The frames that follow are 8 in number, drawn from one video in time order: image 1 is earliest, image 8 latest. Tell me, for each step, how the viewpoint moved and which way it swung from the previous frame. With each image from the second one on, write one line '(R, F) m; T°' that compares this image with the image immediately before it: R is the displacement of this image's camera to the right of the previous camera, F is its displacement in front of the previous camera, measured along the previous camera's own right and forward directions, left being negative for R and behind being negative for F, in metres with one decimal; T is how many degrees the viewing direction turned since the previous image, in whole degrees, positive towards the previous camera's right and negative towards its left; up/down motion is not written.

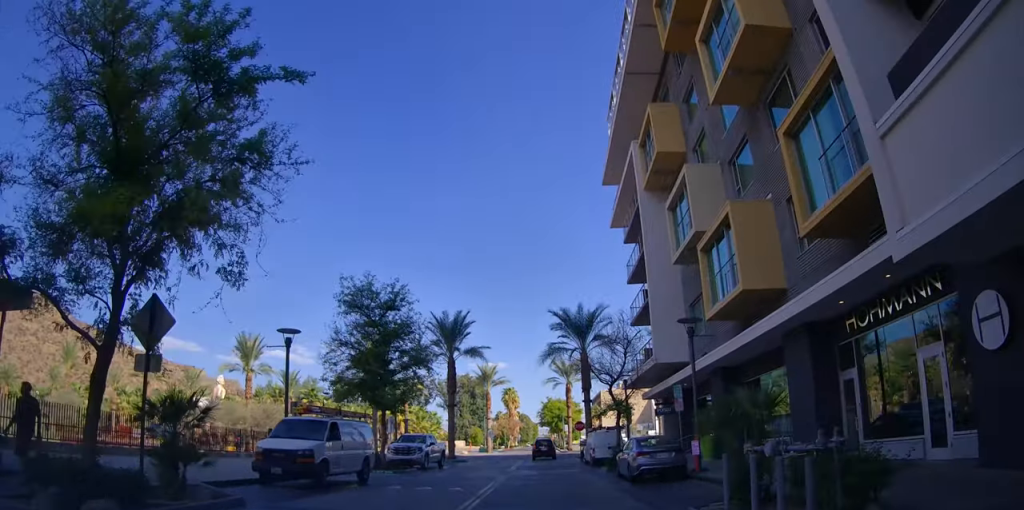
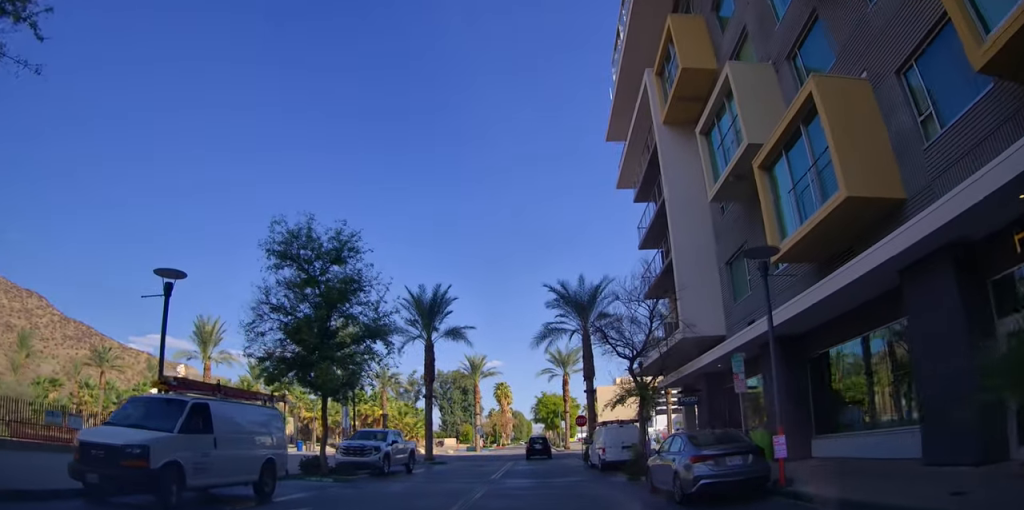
(+0.3, +7.4) m; +6°
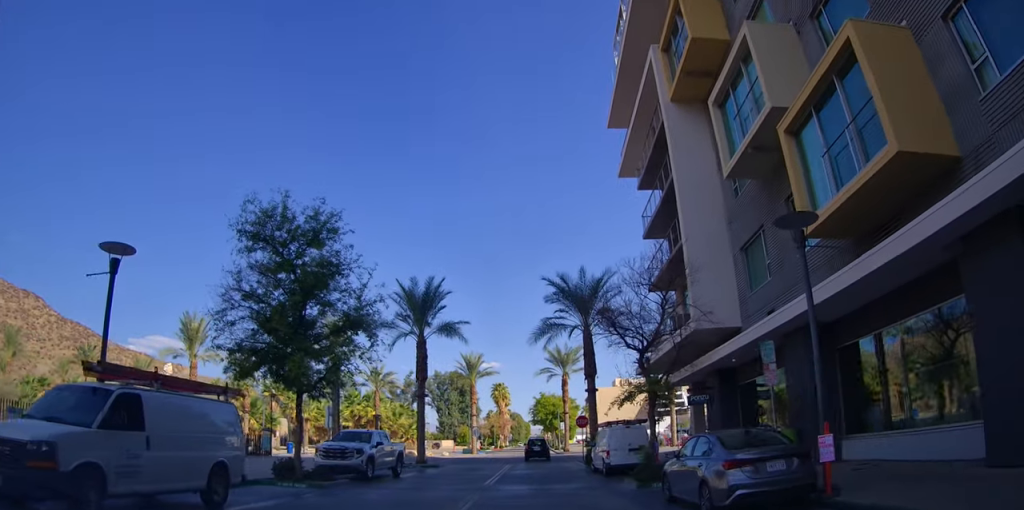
(0.0, +2.2) m; +3°
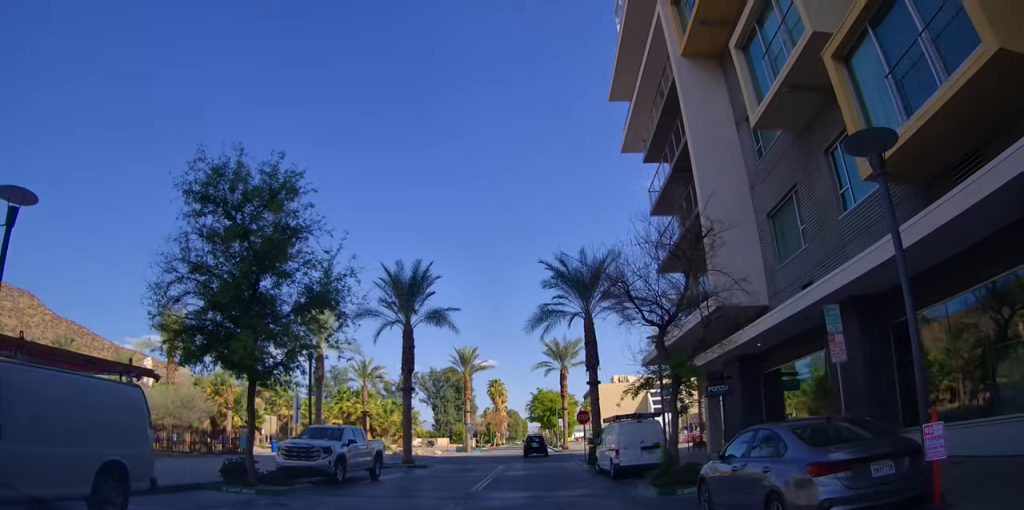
(+0.1, +3.0) m; +5°
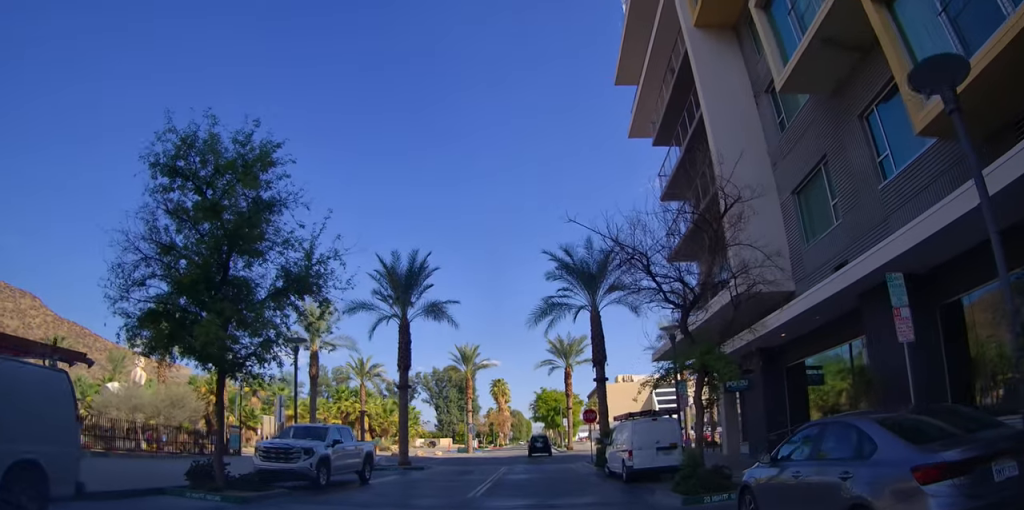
(+0.1, +1.8) m; +2°
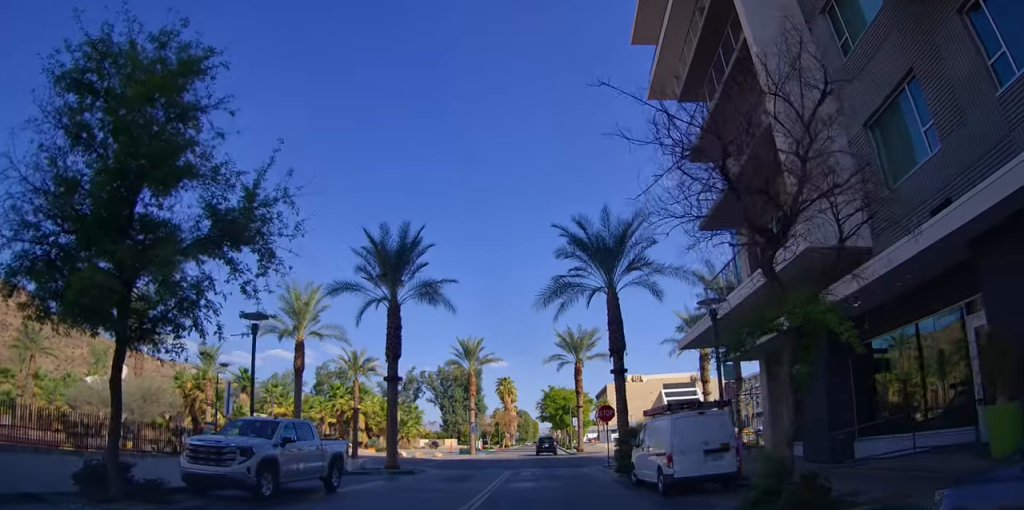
(0.0, +3.9) m; -2°
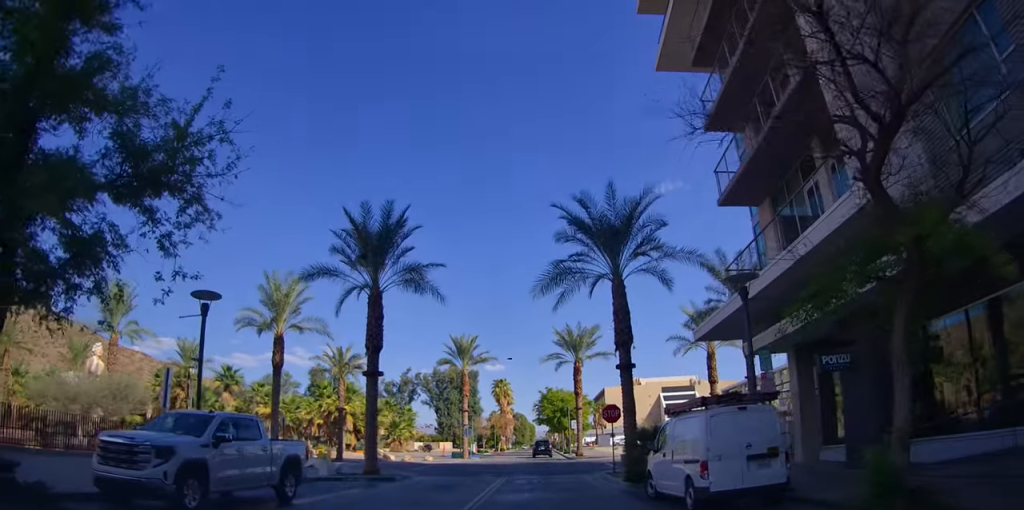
(0.0, +2.3) m; -2°
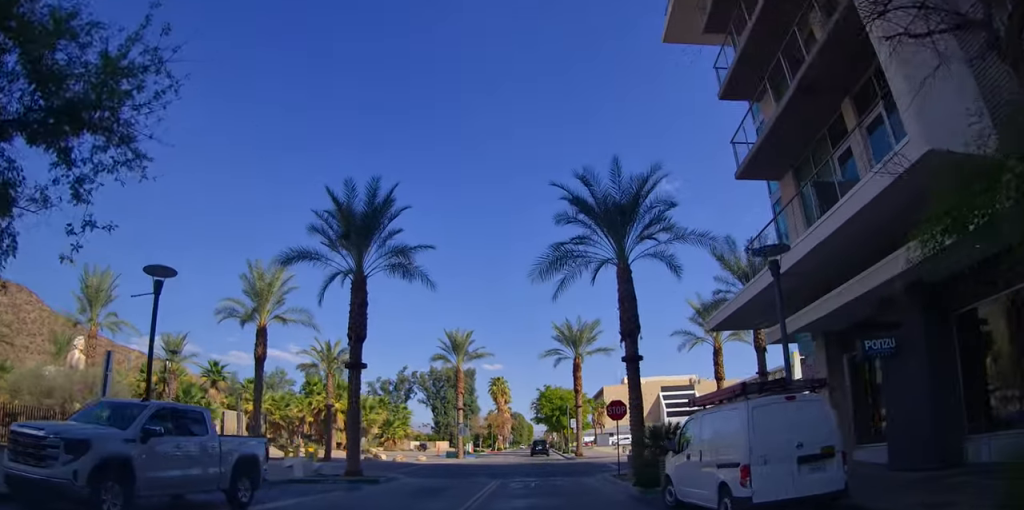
(0.0, +1.5) m; -1°
